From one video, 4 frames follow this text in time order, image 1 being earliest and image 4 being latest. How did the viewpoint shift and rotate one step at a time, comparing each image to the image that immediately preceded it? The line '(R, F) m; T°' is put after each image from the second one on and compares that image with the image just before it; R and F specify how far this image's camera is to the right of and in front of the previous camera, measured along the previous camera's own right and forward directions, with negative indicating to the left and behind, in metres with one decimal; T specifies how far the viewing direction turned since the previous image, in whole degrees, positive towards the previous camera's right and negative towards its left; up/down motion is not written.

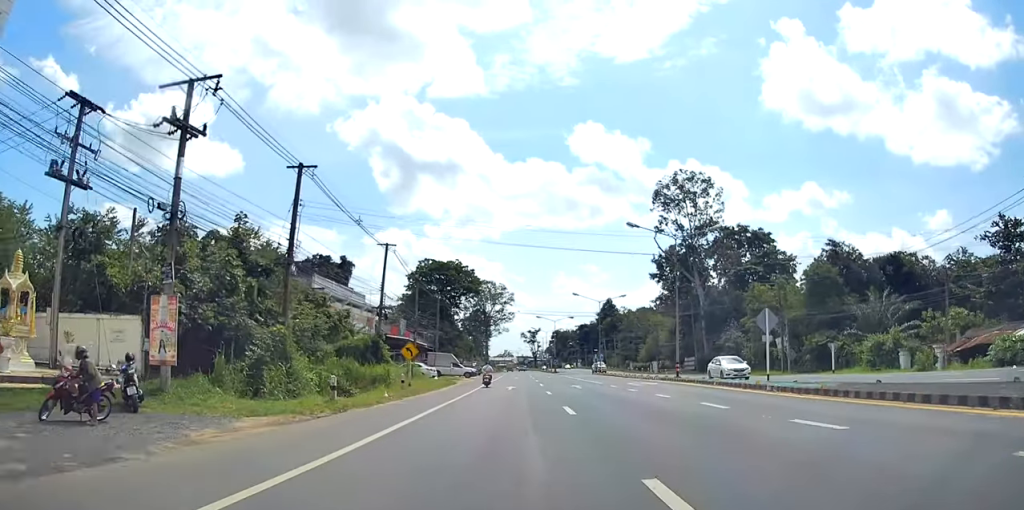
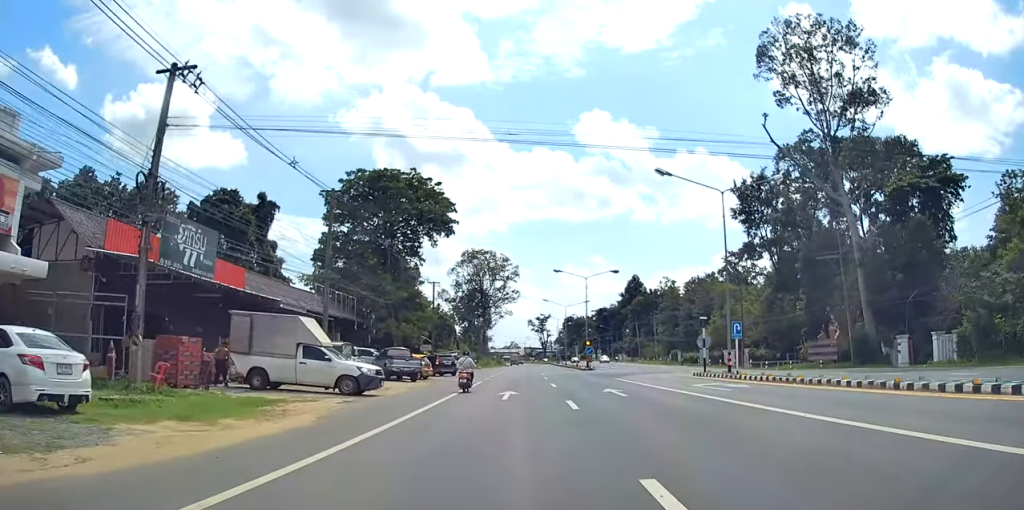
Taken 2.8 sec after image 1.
(-0.7, +47.8) m; -1°
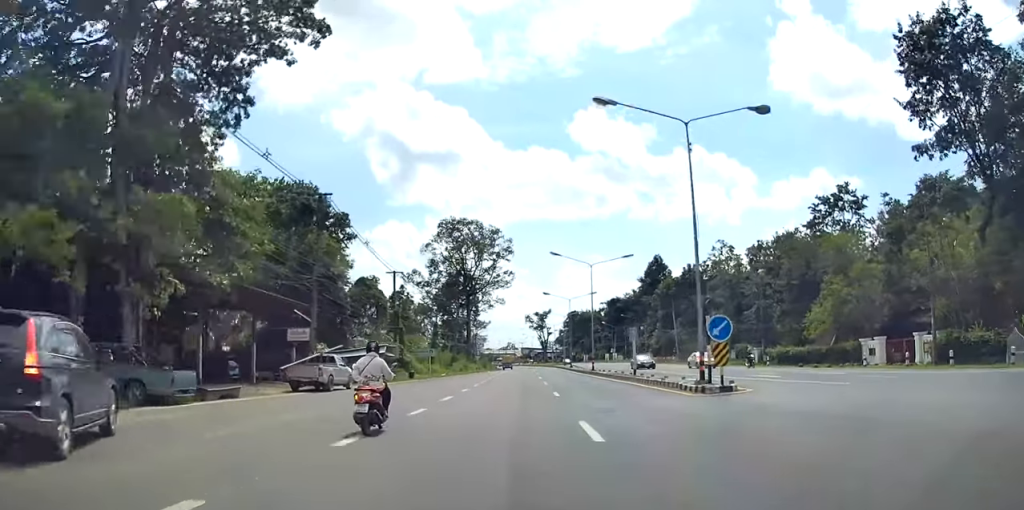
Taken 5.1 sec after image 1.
(+0.1, +41.8) m; -1°
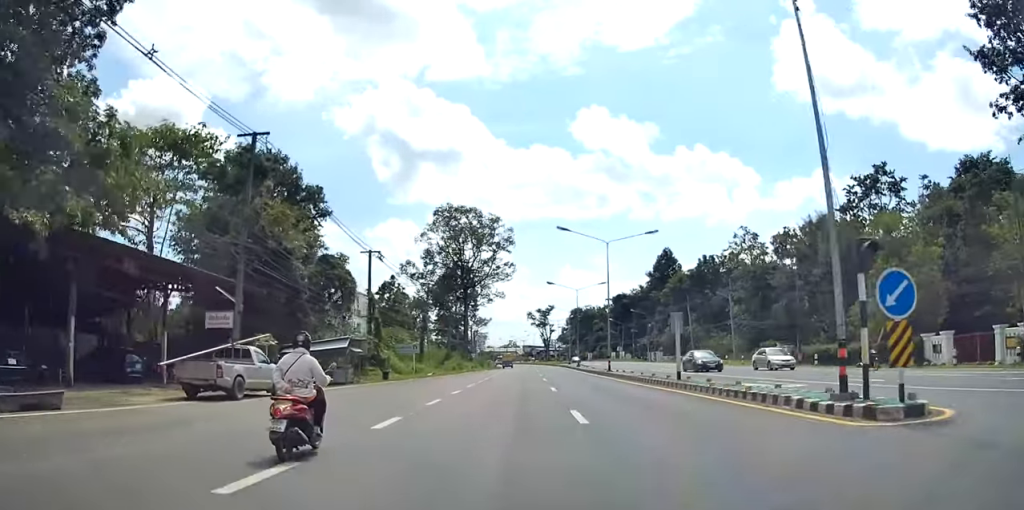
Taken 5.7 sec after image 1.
(-0.1, +9.9) m; 0°
